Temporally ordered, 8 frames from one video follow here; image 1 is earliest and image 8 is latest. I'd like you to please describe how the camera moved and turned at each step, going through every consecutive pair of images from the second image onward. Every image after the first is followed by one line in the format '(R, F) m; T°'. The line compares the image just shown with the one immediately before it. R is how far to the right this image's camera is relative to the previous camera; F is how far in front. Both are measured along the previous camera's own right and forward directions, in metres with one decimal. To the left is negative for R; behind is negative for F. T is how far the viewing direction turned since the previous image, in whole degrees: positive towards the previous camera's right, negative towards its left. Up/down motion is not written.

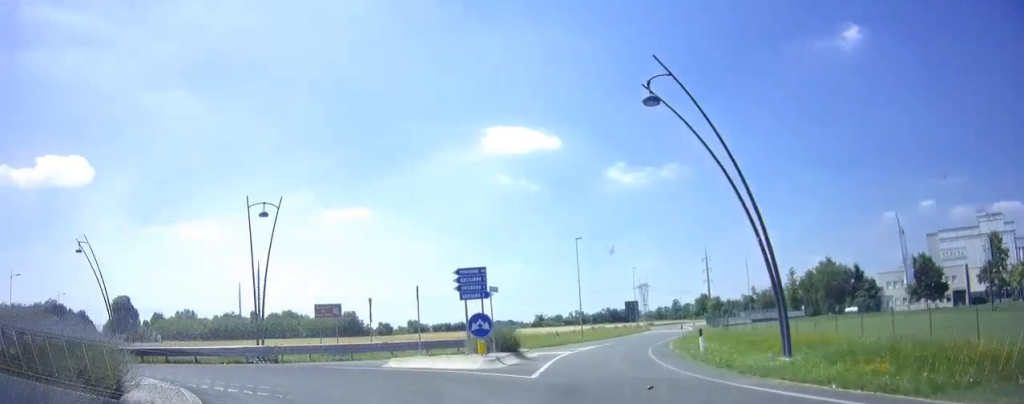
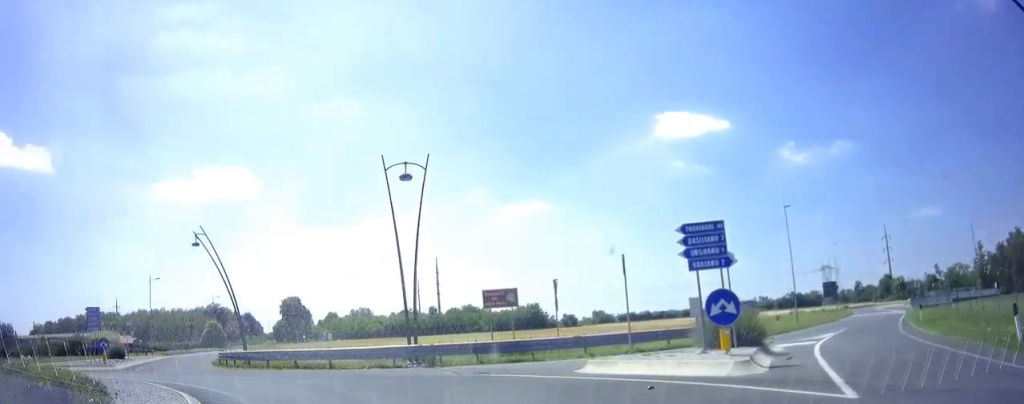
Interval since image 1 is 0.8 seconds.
(-1.1, +6.3) m; -17°
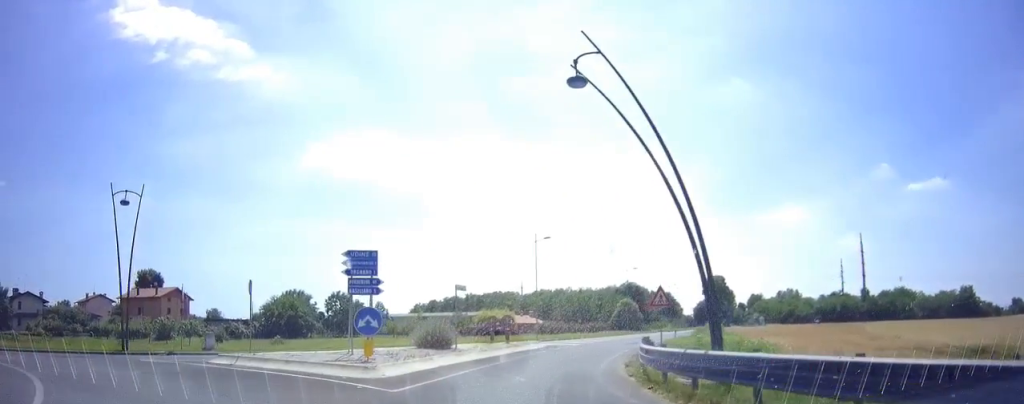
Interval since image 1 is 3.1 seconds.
(-8.3, +16.9) m; -46°
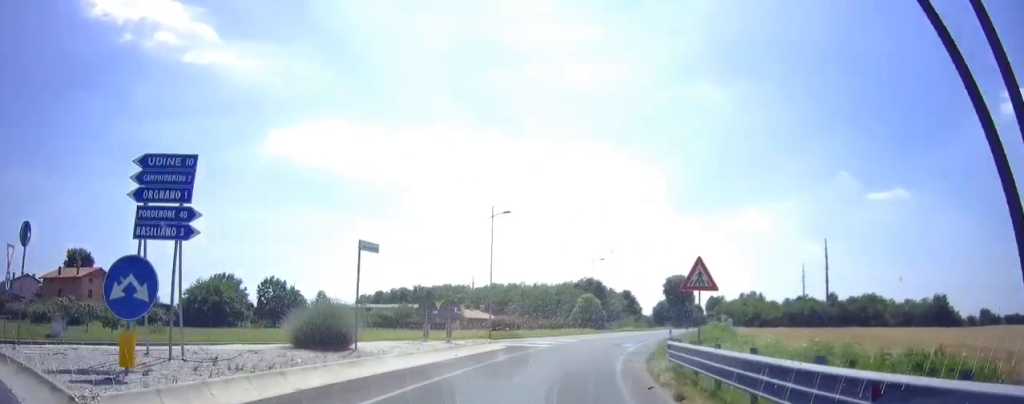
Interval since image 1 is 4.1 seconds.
(-0.4, +9.5) m; +3°
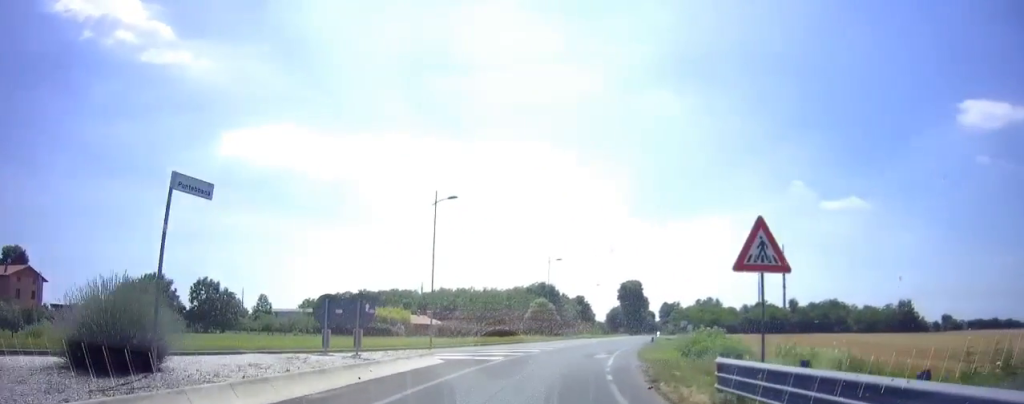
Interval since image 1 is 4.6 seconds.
(+0.5, +6.2) m; +5°
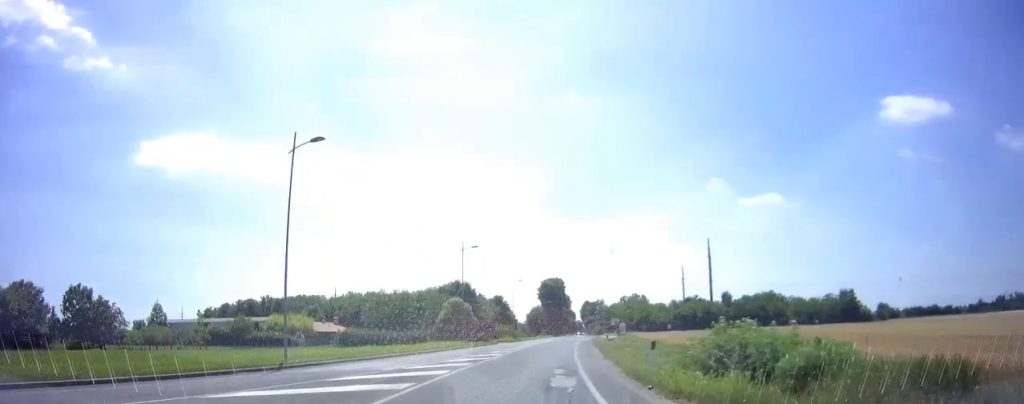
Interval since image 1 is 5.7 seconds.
(+0.9, +11.6) m; +9°
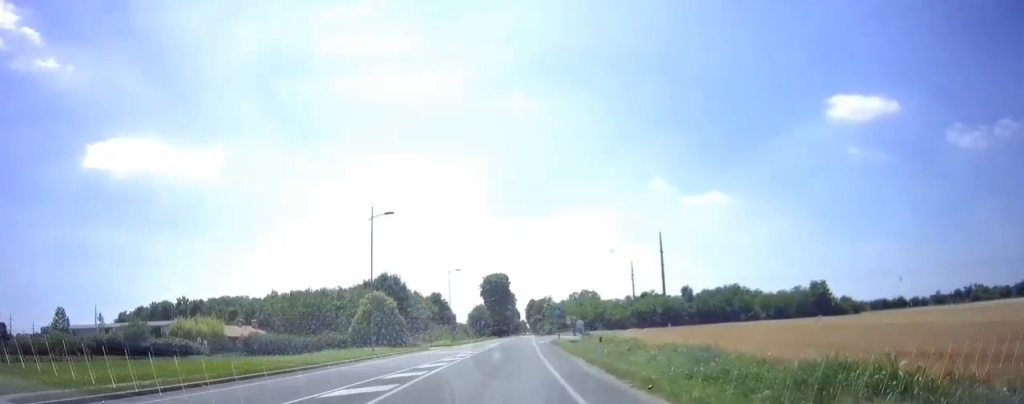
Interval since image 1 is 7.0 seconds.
(+1.5, +15.6) m; +7°
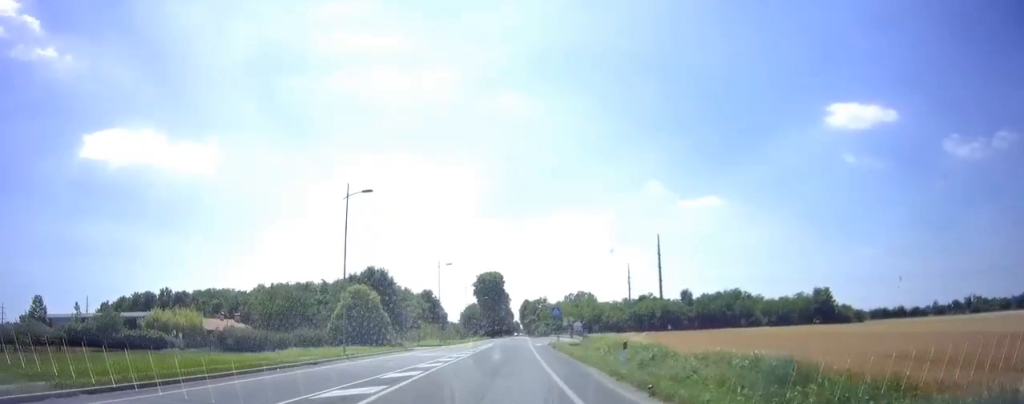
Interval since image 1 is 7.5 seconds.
(-0.1, +5.6) m; 0°
